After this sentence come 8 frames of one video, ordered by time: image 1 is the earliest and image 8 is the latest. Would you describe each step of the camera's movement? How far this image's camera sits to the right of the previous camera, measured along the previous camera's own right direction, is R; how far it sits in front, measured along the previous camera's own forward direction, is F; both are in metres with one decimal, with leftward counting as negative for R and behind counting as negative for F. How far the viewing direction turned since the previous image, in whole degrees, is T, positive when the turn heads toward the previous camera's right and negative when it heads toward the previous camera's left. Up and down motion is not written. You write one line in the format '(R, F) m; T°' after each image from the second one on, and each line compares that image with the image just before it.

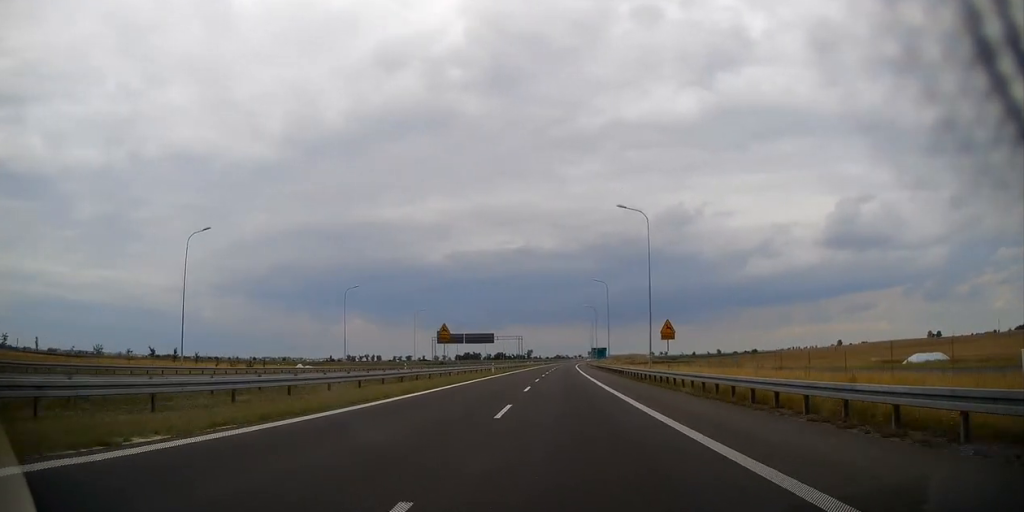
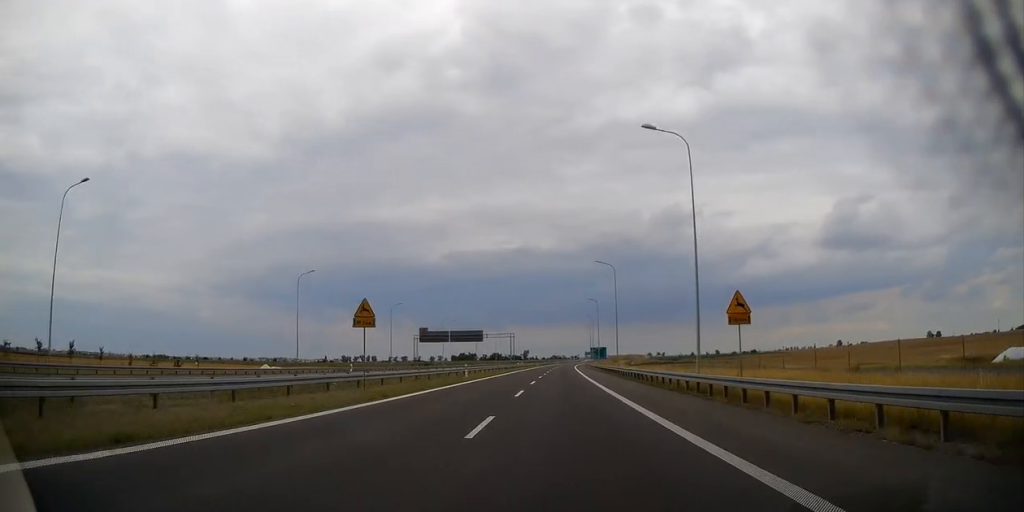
(0.0, +15.7) m; 0°
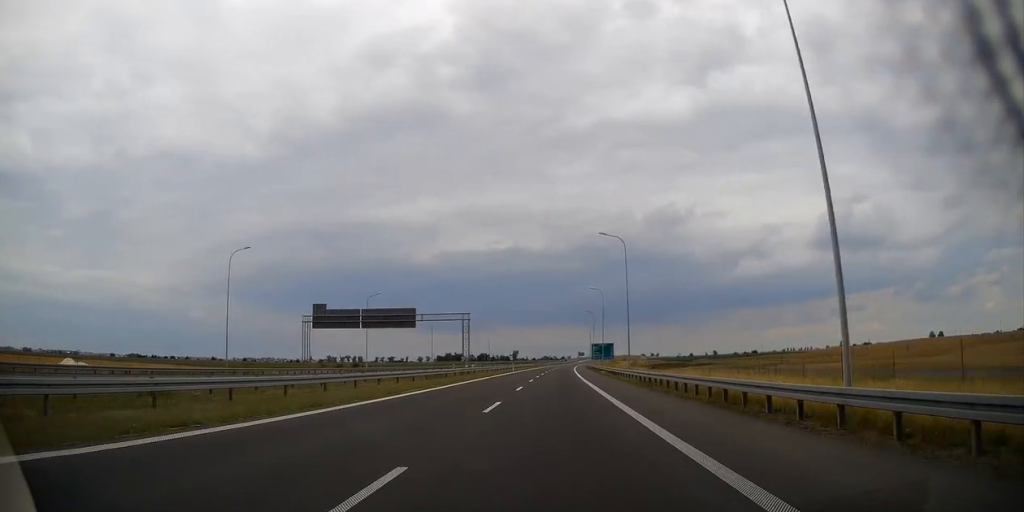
(+0.5, +55.3) m; +1°
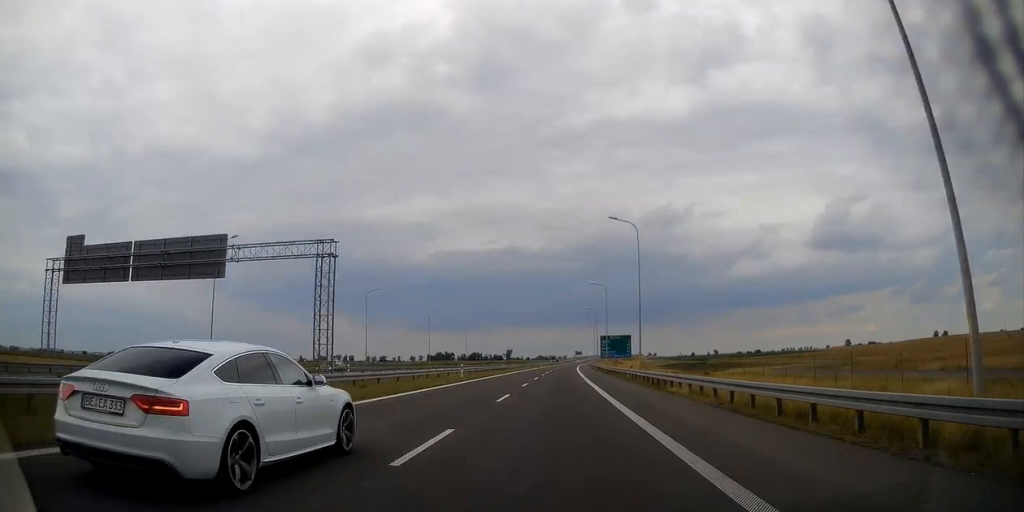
(+0.3, +44.3) m; +1°
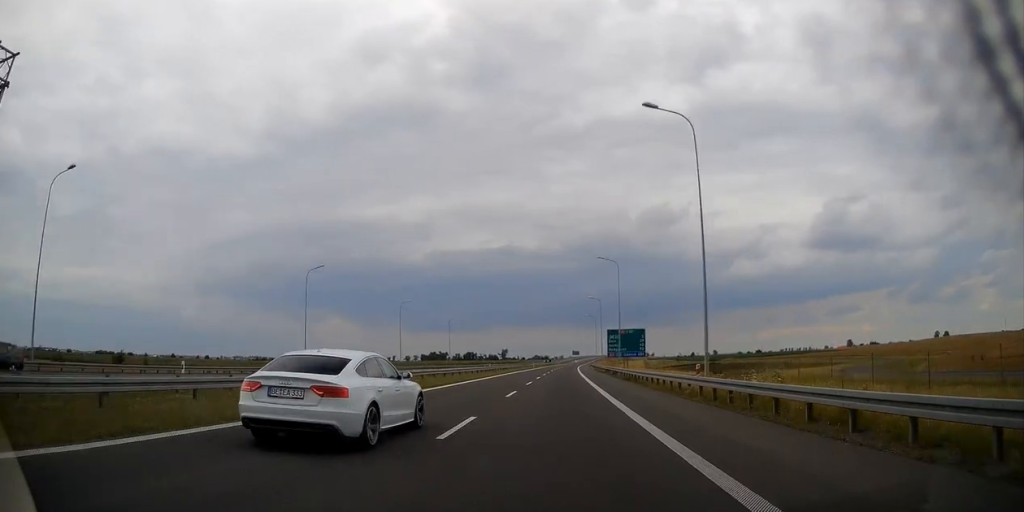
(0.0, +21.6) m; 0°
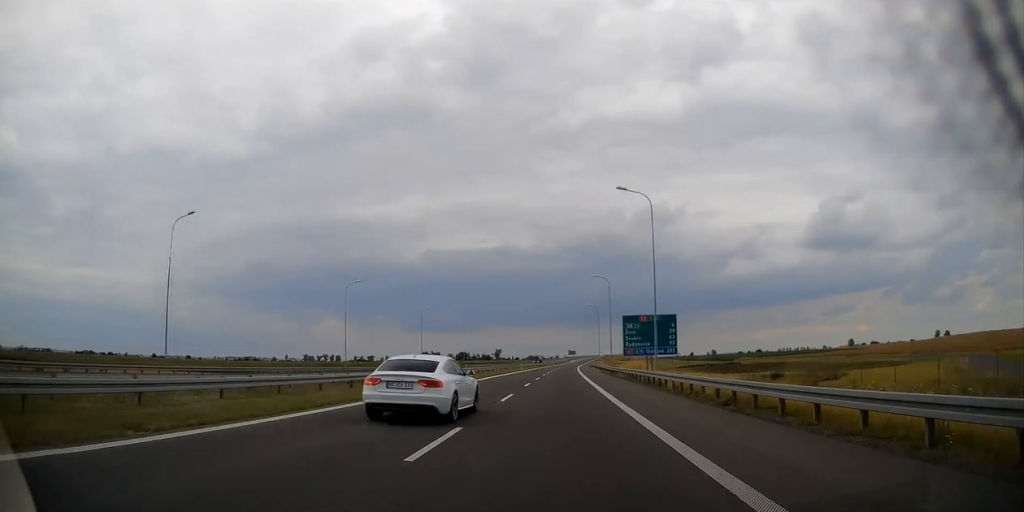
(0.0, +25.3) m; 0°
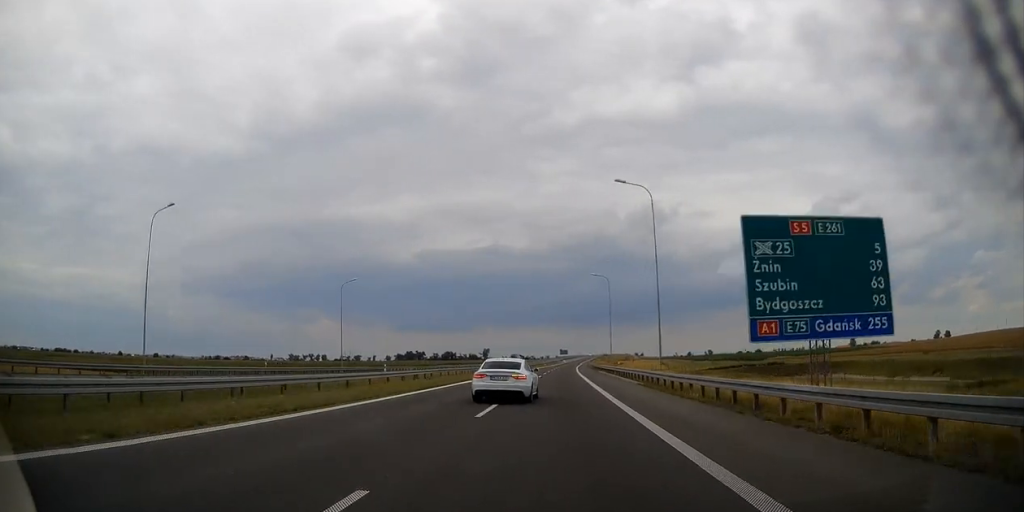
(+0.2, +42.3) m; +1°
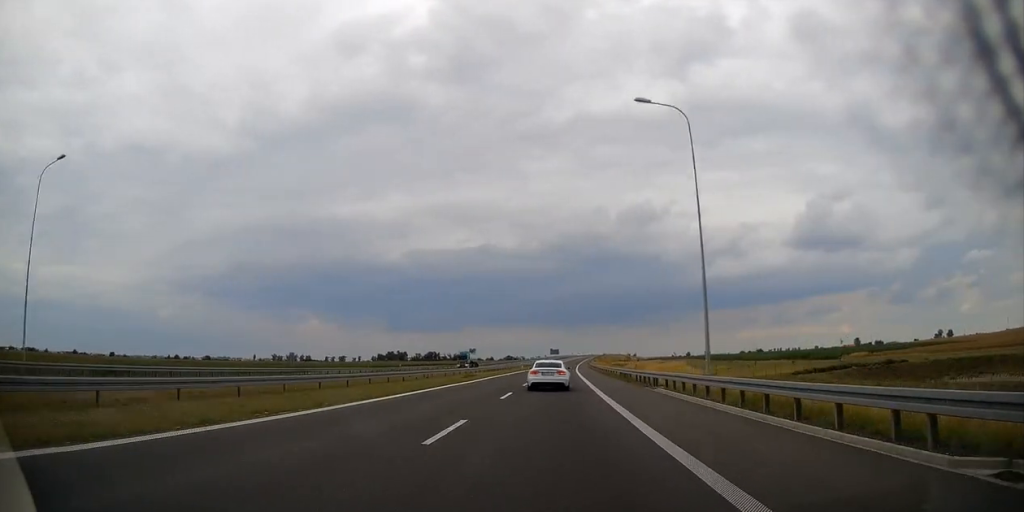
(+0.2, +53.4) m; +1°
